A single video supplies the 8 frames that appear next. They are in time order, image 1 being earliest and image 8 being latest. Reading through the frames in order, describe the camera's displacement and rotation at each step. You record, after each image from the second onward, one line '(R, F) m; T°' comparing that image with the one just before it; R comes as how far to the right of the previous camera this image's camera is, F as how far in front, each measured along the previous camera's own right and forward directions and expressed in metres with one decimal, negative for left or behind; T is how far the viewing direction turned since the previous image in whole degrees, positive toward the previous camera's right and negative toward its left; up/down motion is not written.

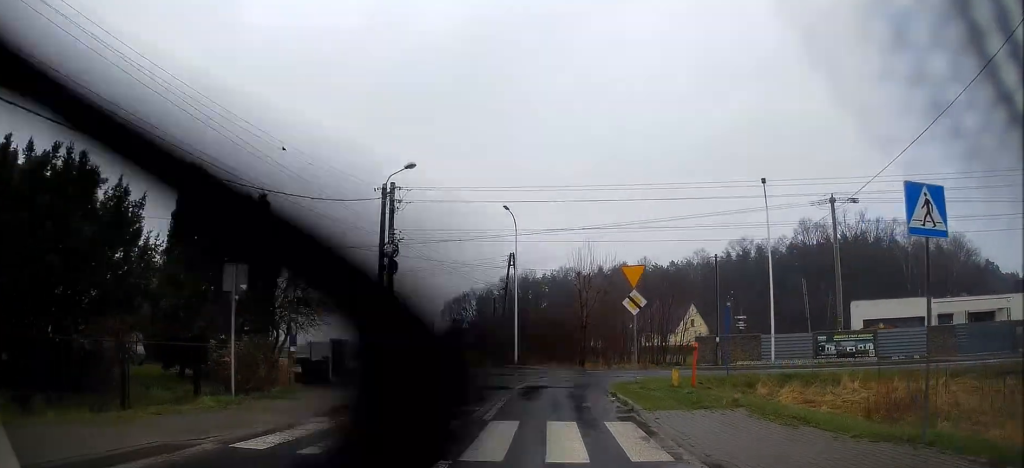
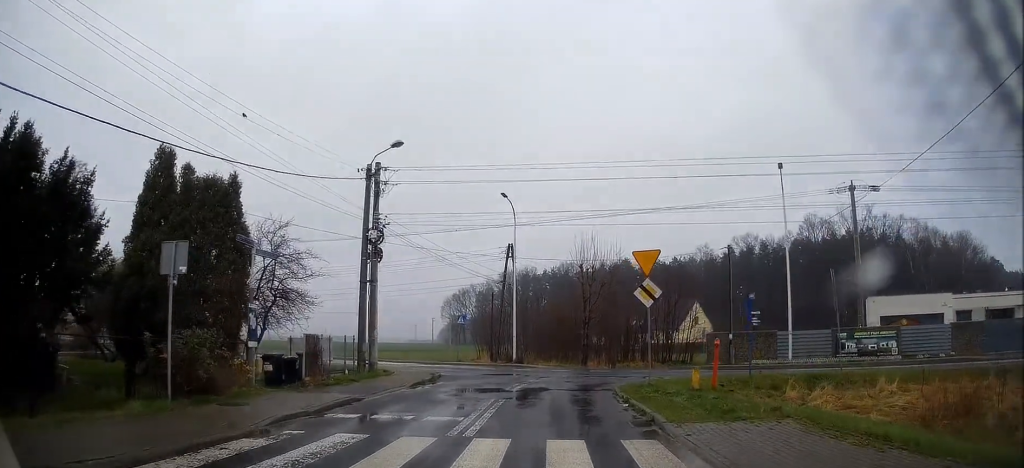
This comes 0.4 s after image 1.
(0.0, +2.2) m; 0°
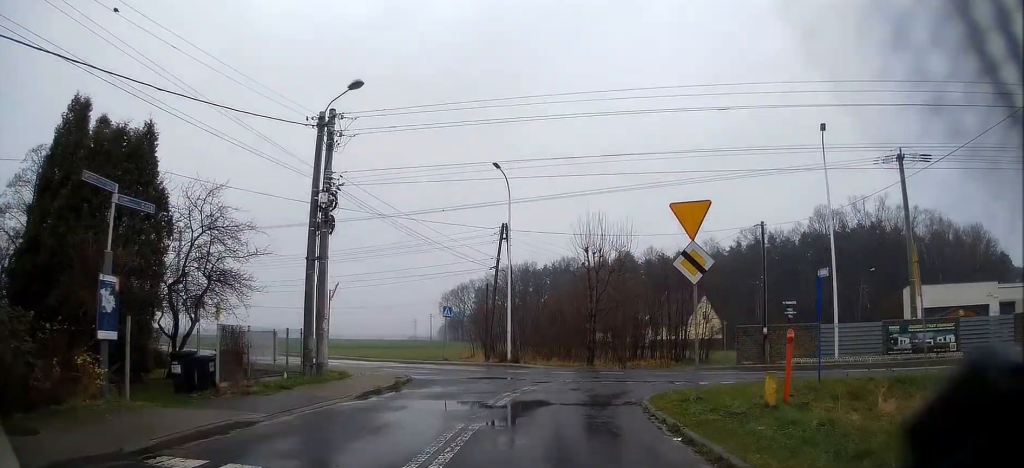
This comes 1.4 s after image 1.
(0.0, +5.0) m; 0°
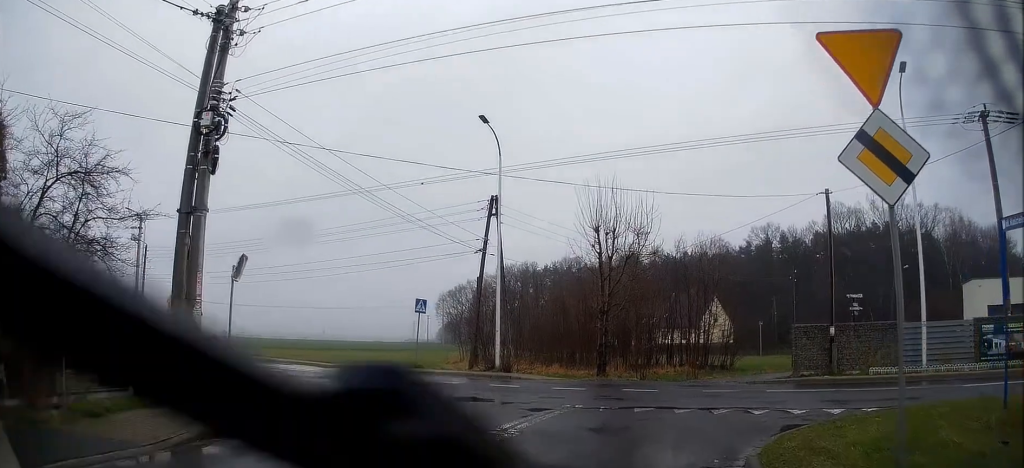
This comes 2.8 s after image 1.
(+0.1, +6.8) m; +2°
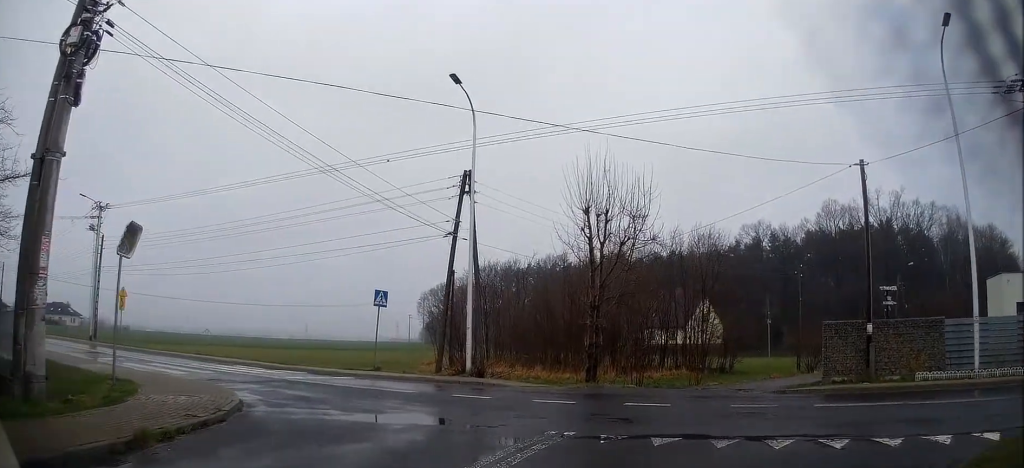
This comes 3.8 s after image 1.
(+0.1, +3.7) m; +2°
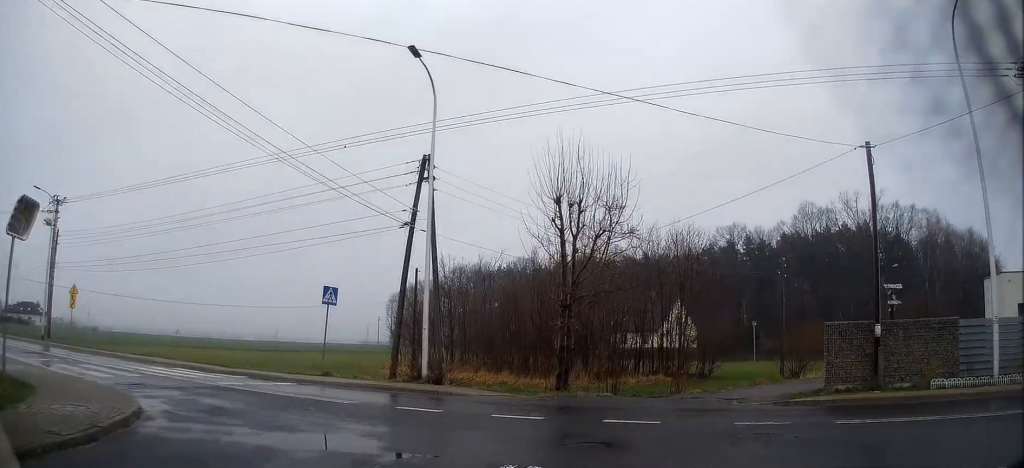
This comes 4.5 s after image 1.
(0.0, +2.0) m; +1°
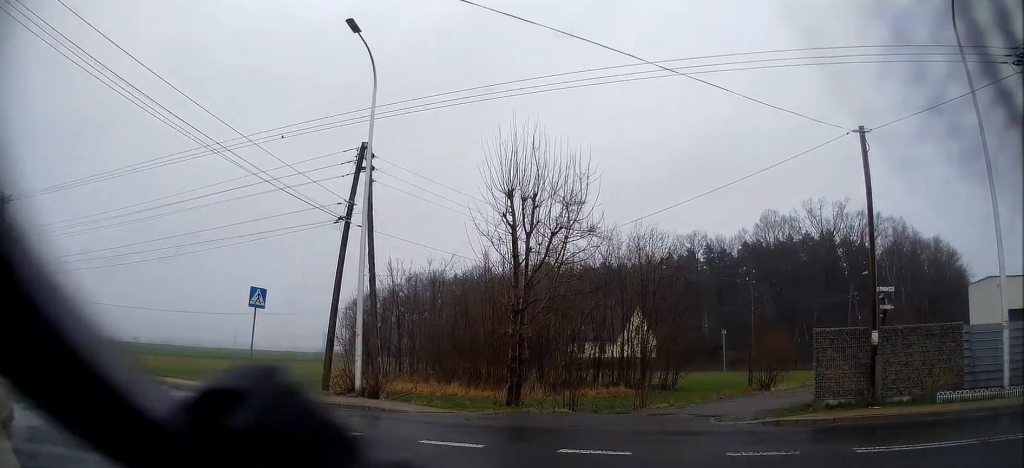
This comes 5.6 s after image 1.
(+0.1, +2.5) m; 0°
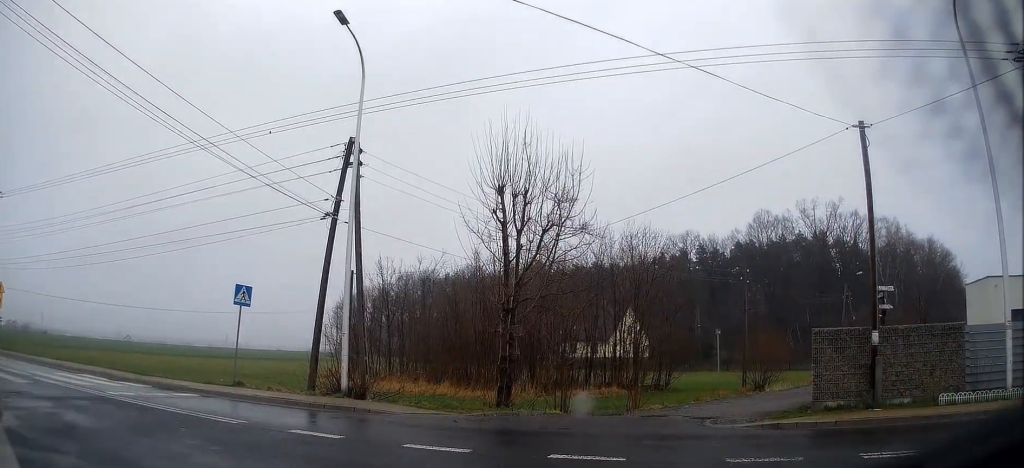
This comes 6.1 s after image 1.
(-0.1, +0.7) m; -2°
